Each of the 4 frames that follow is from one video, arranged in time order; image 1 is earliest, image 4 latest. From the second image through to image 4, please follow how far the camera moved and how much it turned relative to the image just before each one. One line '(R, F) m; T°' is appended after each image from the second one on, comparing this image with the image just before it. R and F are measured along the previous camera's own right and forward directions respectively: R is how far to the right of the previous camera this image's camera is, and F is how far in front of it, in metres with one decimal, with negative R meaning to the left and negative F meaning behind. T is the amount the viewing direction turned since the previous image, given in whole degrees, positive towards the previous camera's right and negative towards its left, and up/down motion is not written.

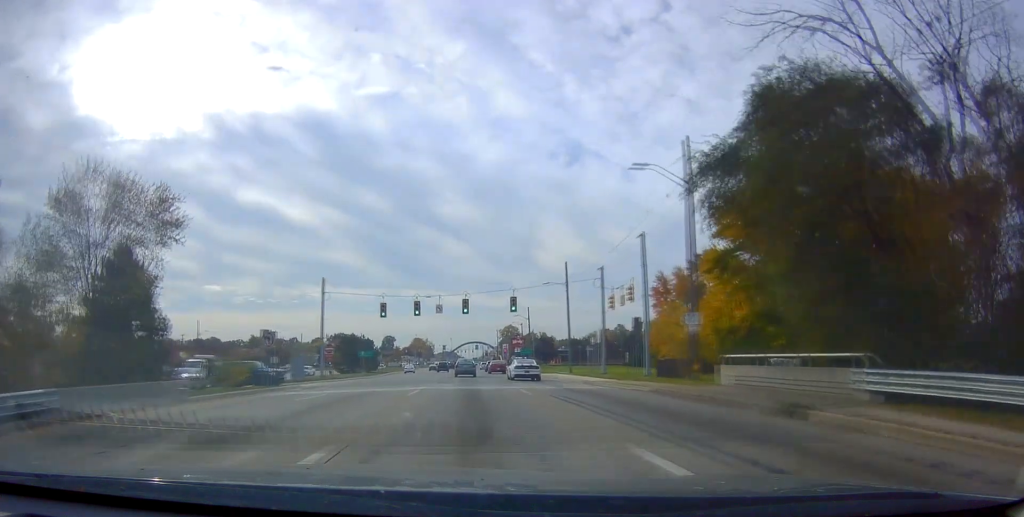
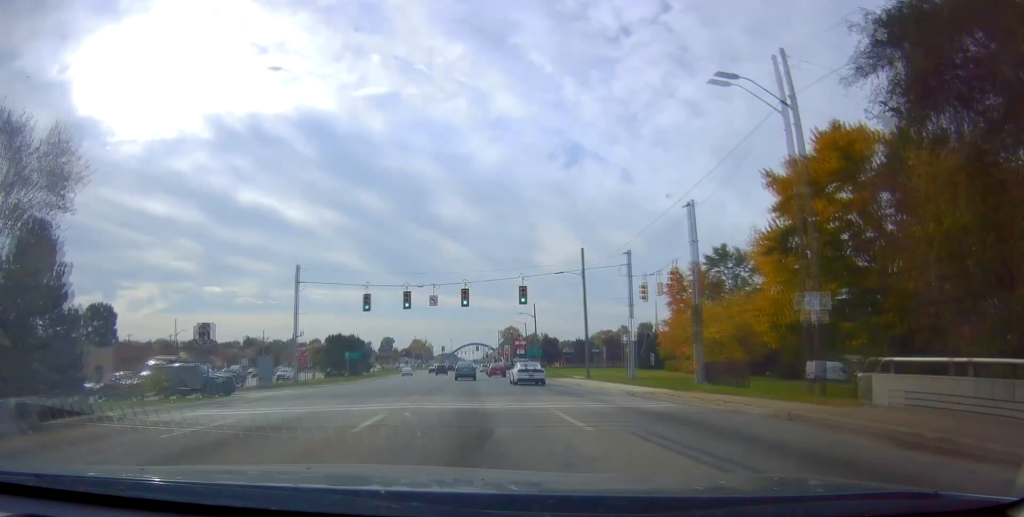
(+0.1, +8.9) m; -1°
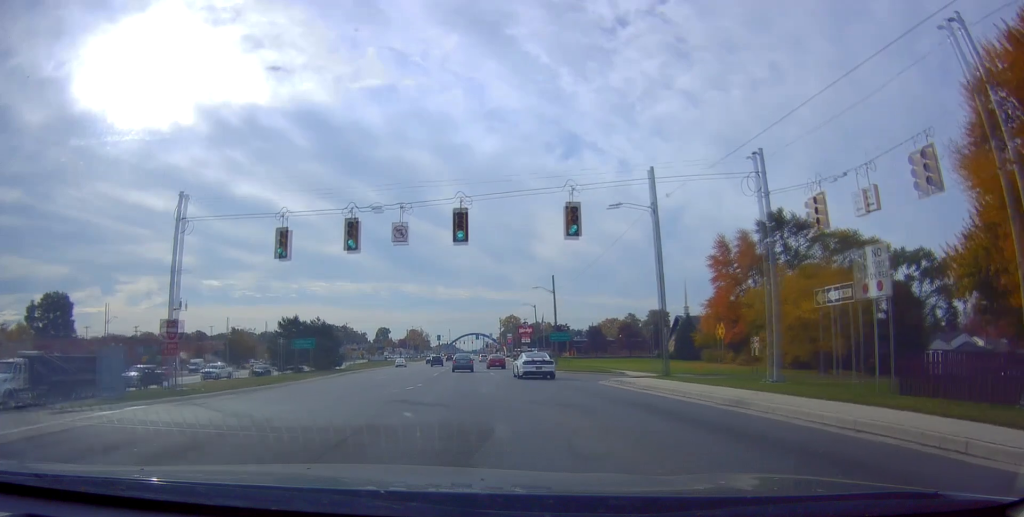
(-0.8, +20.8) m; -1°
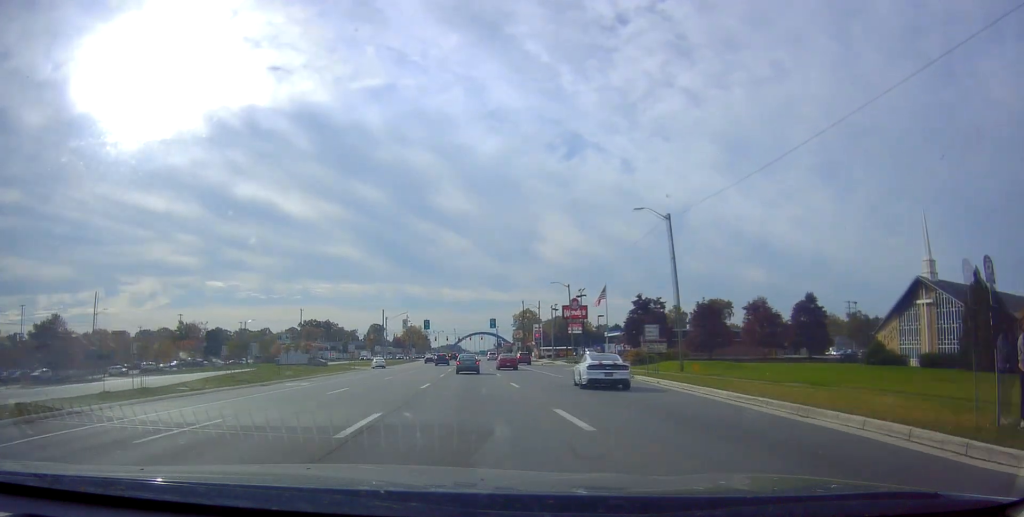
(+0.8, +71.8) m; -1°
